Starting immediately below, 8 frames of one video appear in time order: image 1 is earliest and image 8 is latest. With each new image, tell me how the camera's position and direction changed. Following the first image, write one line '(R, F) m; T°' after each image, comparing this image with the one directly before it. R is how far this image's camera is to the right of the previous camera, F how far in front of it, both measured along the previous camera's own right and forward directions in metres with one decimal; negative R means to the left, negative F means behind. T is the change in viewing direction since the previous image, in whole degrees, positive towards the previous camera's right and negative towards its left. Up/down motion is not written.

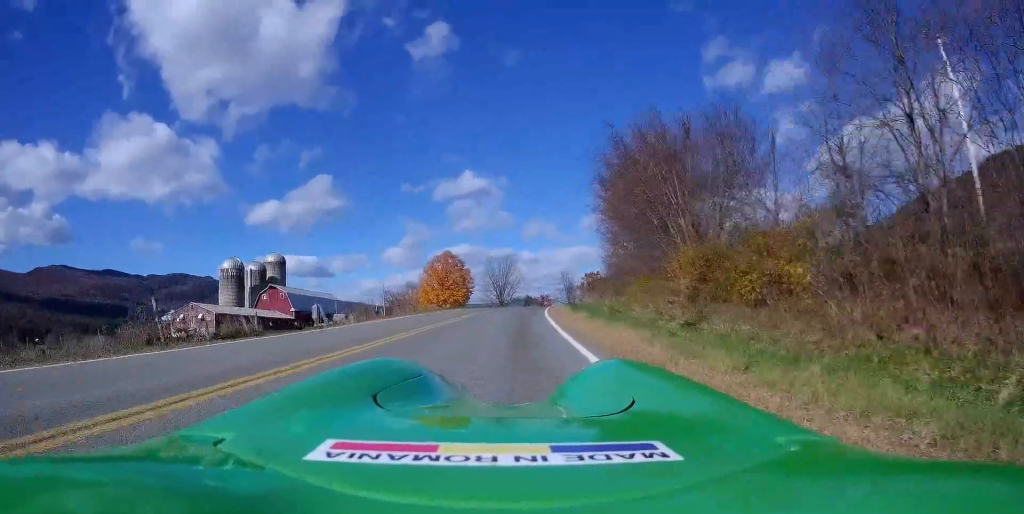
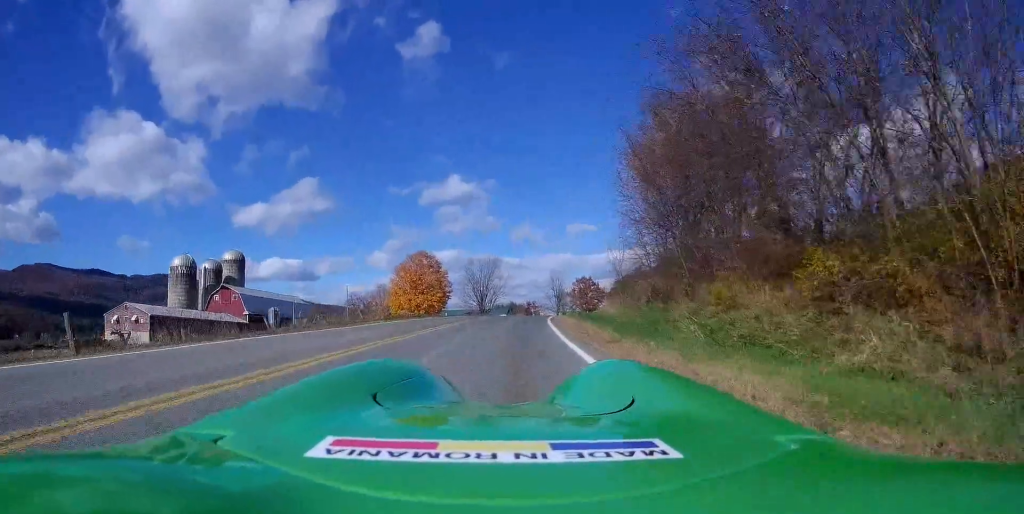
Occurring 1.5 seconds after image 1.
(-0.4, +17.1) m; 0°
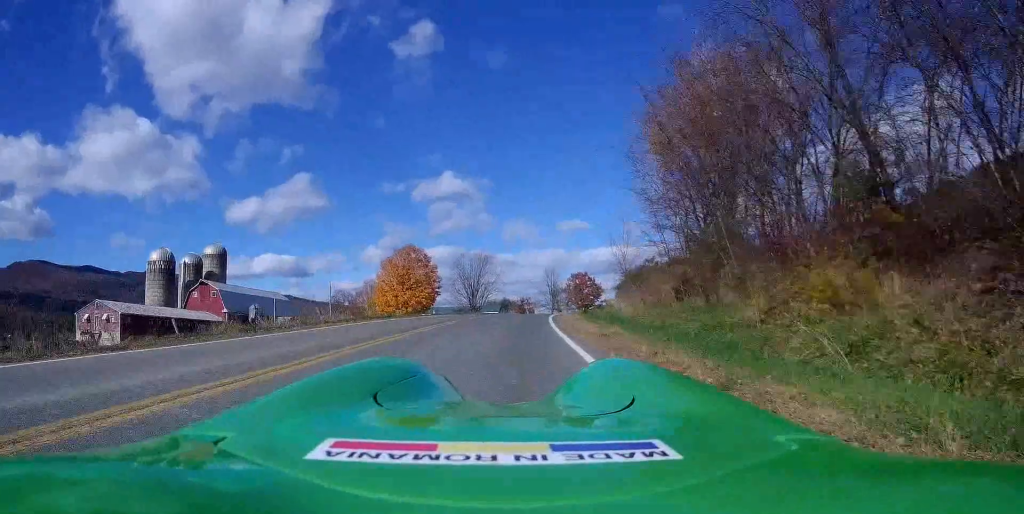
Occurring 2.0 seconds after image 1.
(+0.3, +5.9) m; +1°
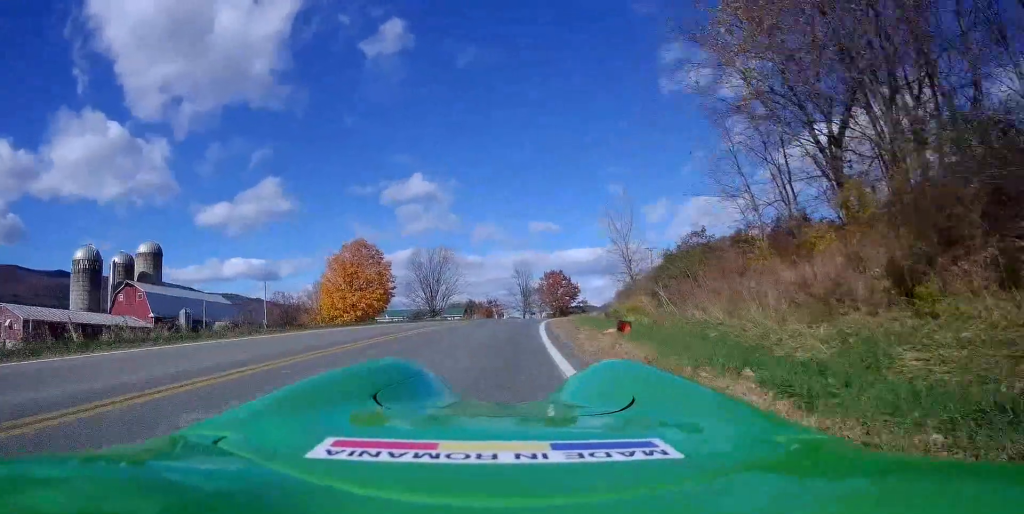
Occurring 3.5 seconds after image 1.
(+0.1, +15.8) m; +4°
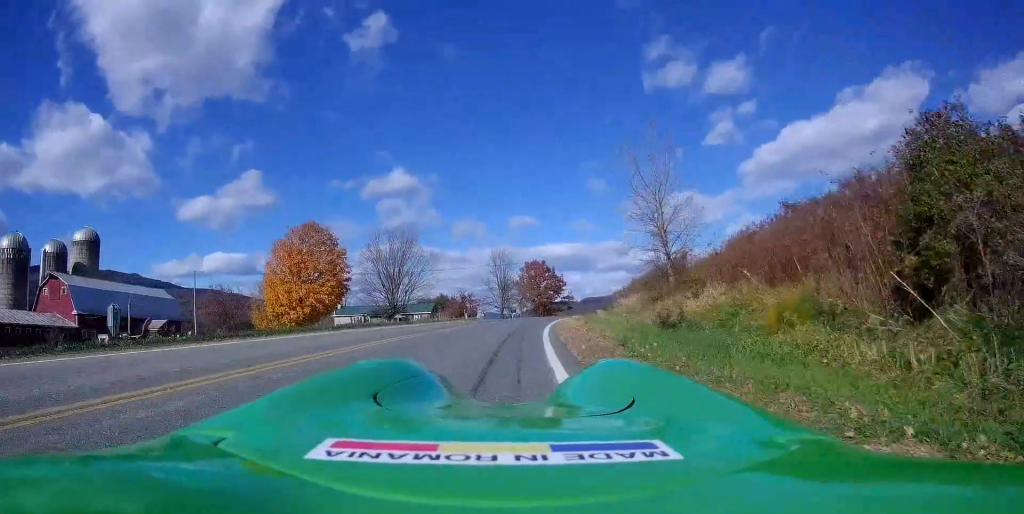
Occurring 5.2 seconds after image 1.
(+0.9, +15.2) m; +3°
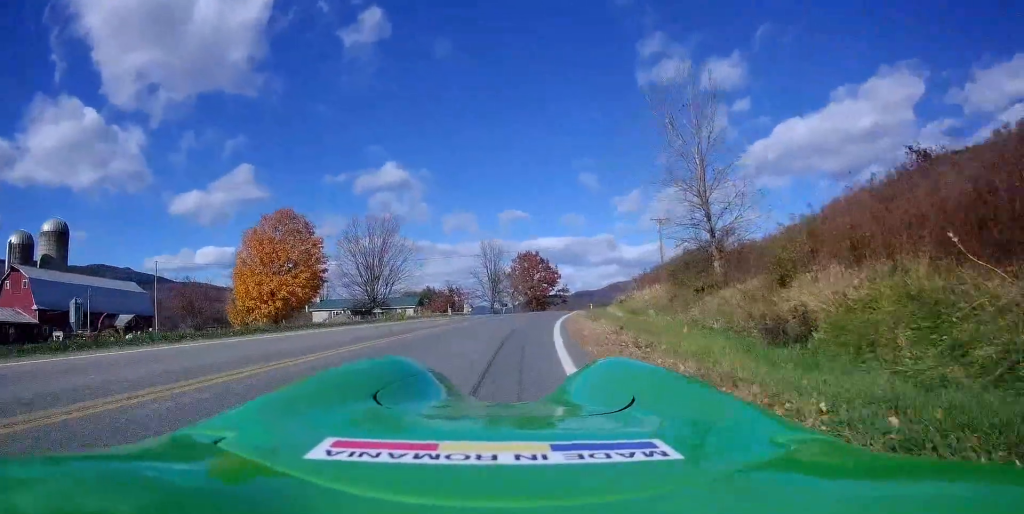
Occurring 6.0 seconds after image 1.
(0.0, +7.2) m; 0°
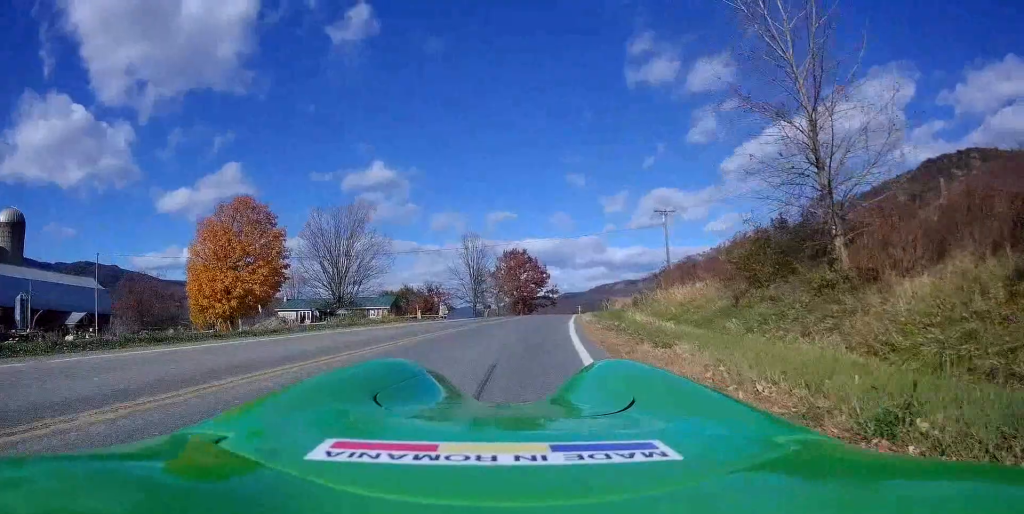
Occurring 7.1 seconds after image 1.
(0.0, +8.9) m; +2°
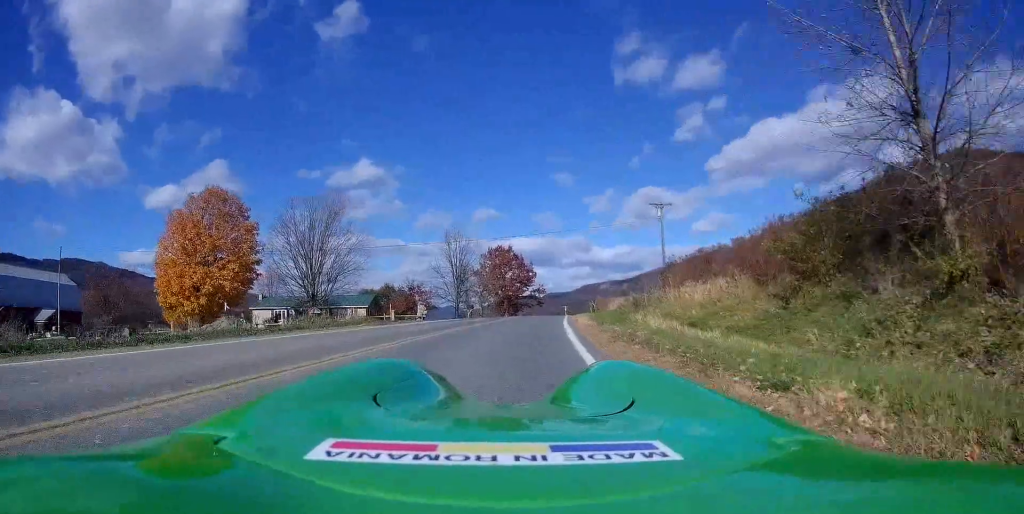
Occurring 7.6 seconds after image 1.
(+0.1, +3.9) m; +1°
